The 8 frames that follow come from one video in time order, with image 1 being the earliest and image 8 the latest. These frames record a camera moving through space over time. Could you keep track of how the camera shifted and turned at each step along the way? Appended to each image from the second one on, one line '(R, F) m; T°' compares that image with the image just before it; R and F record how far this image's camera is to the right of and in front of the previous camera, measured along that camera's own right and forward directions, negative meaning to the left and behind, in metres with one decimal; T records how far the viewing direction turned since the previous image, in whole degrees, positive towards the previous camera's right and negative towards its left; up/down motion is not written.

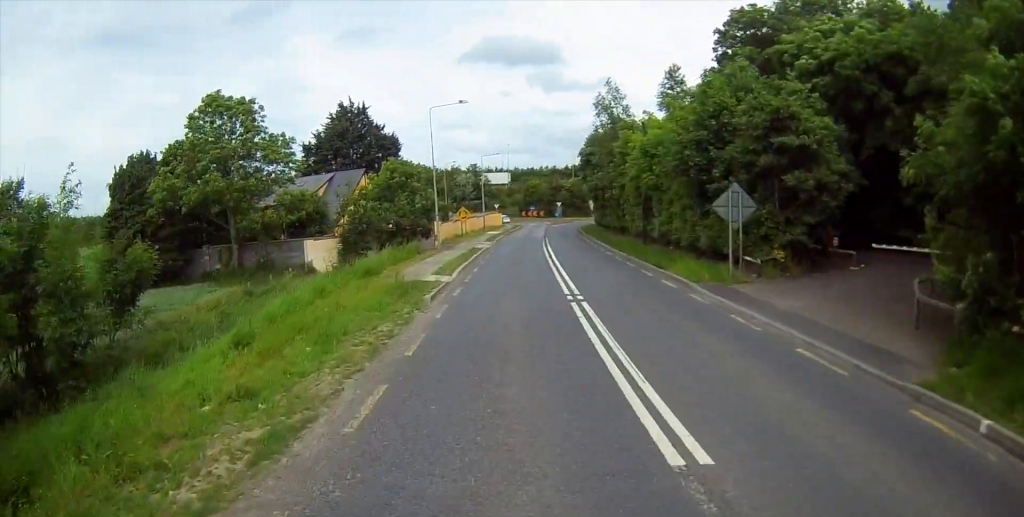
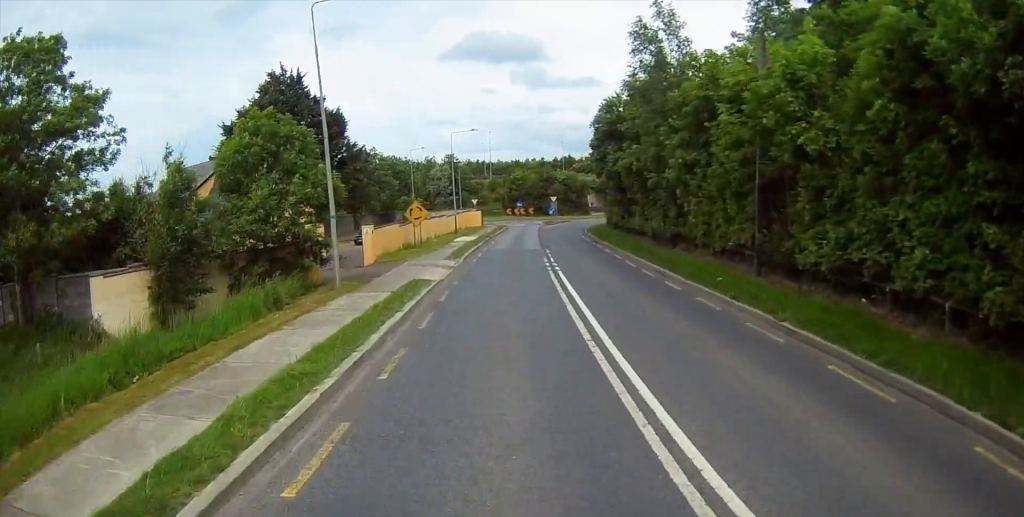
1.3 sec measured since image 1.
(+0.3, +23.3) m; +3°
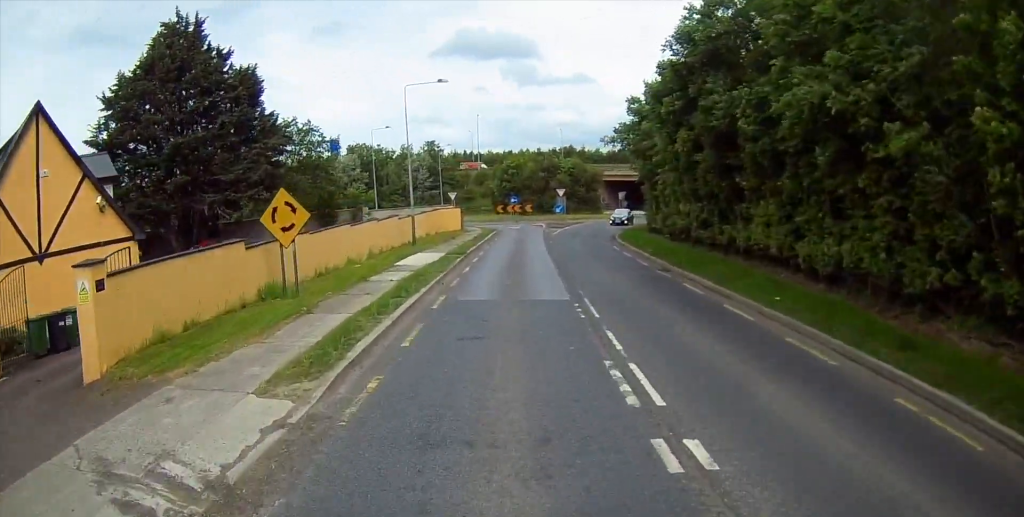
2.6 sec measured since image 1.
(+0.5, +24.1) m; 0°
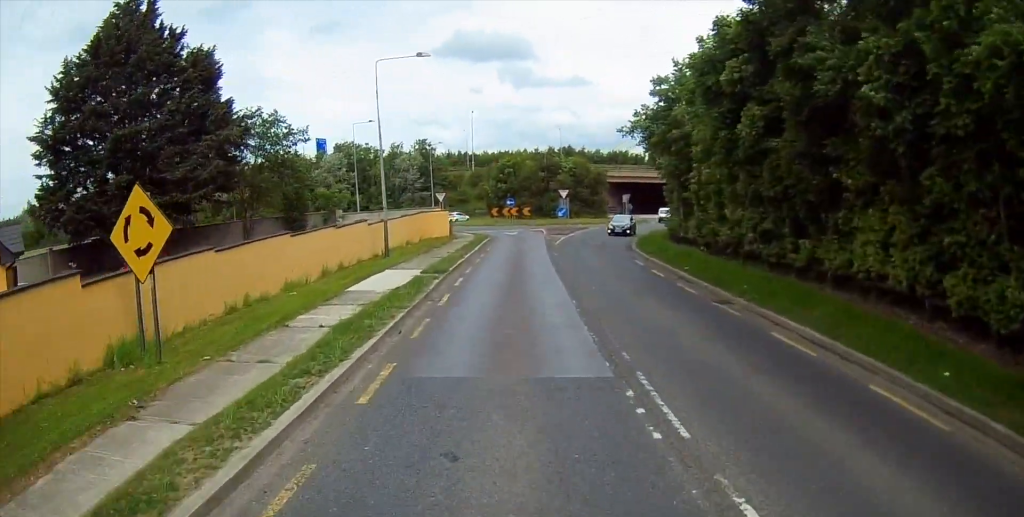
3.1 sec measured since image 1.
(-0.1, +8.0) m; 0°
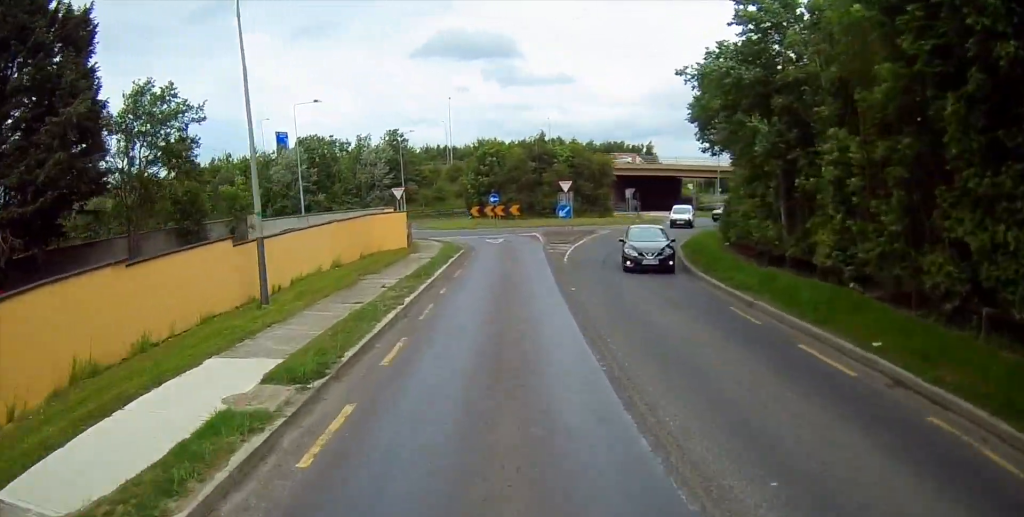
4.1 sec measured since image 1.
(+0.1, +15.7) m; +1°
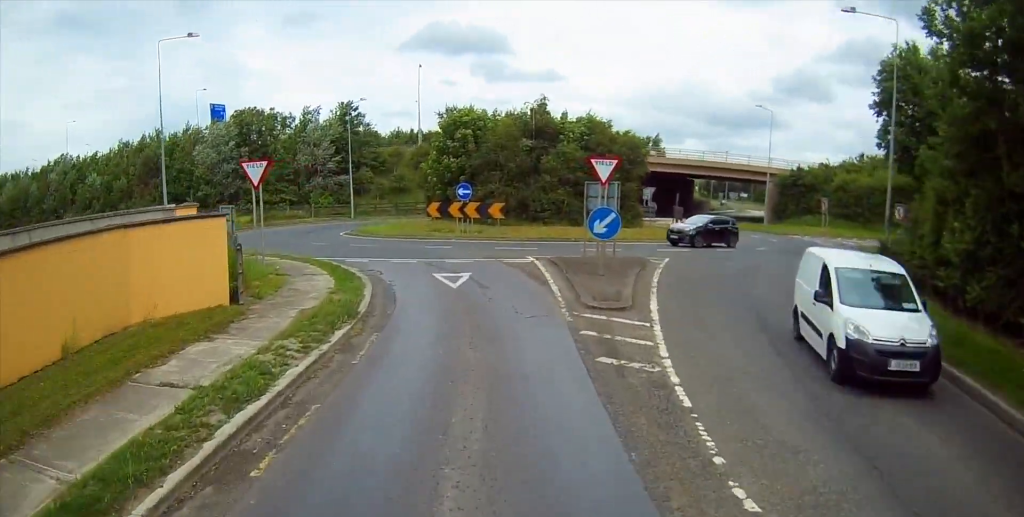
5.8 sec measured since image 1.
(+0.8, +24.3) m; +3°
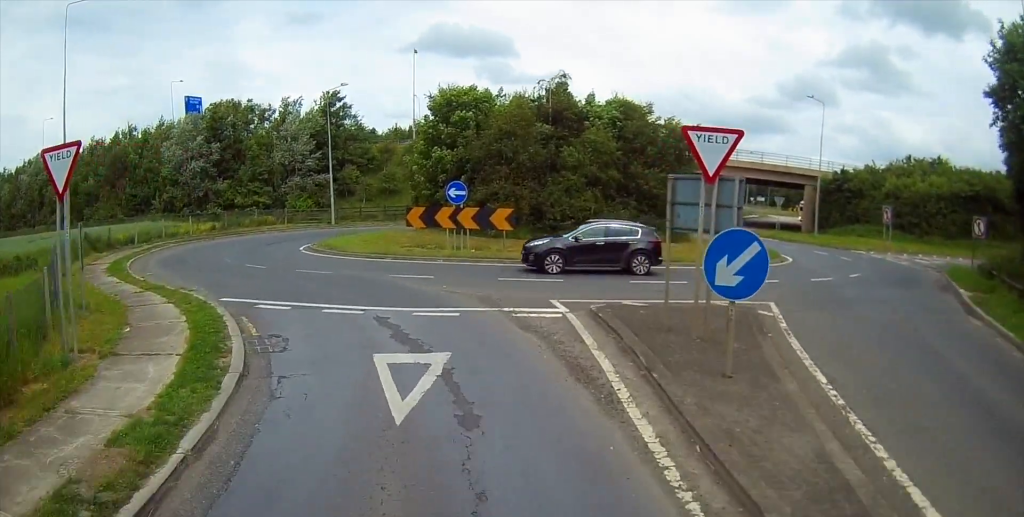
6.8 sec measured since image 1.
(+0.1, +12.0) m; +1°
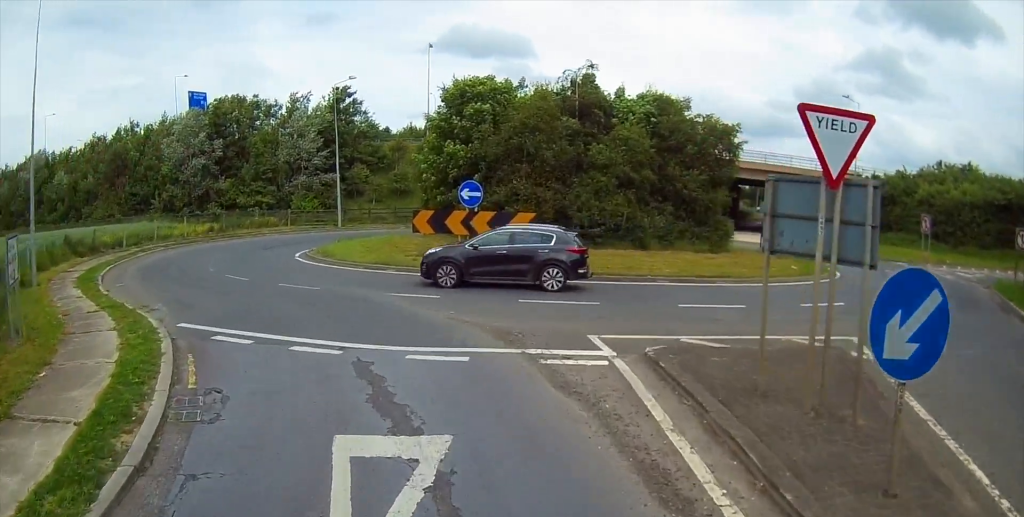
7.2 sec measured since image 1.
(0.0, +4.6) m; 0°
